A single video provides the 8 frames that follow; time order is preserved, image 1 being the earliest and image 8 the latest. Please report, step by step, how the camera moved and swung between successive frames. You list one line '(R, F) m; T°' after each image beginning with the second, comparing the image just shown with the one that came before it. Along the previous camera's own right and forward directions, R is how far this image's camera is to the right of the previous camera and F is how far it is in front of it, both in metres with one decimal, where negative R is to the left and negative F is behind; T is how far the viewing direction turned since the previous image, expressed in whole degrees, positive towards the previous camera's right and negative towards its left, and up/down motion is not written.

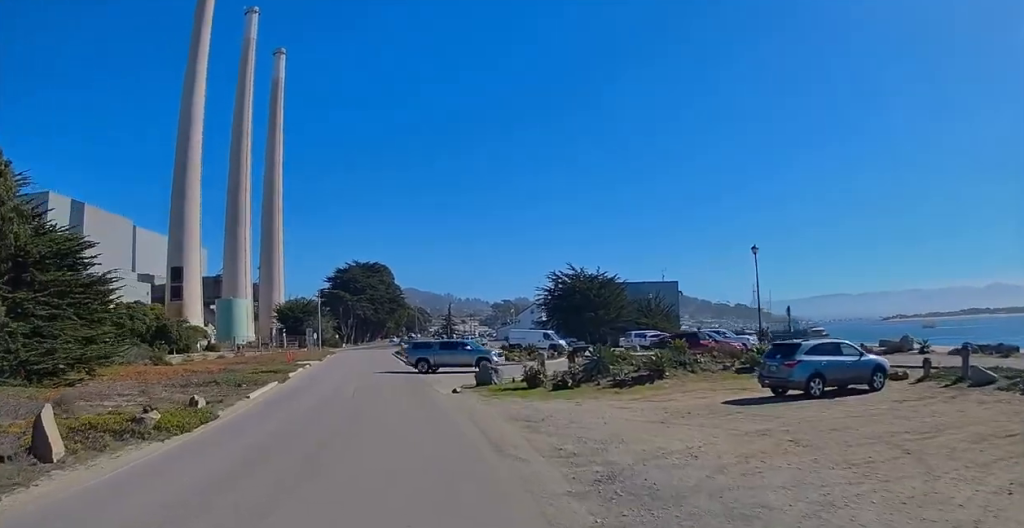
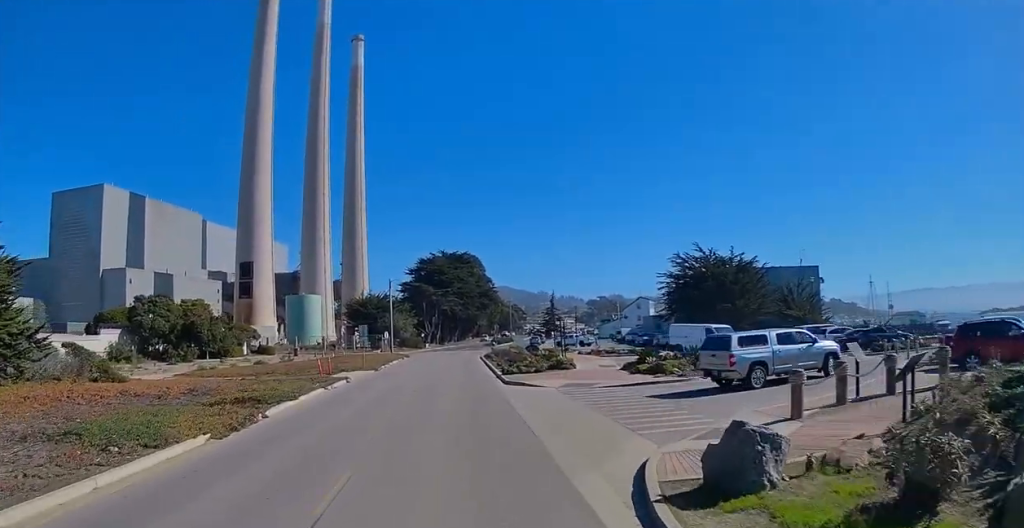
(-1.8, +18.2) m; -7°
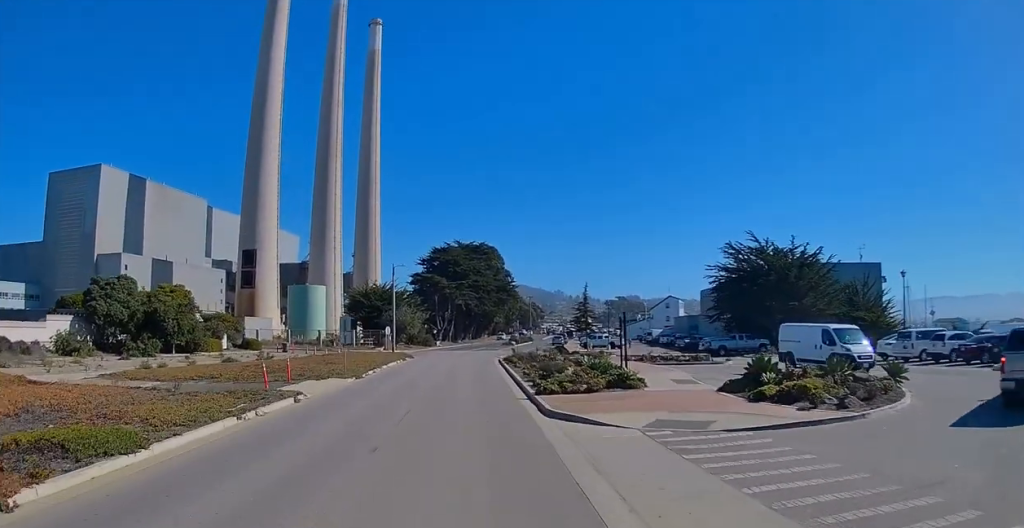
(-0.1, +11.4) m; -2°
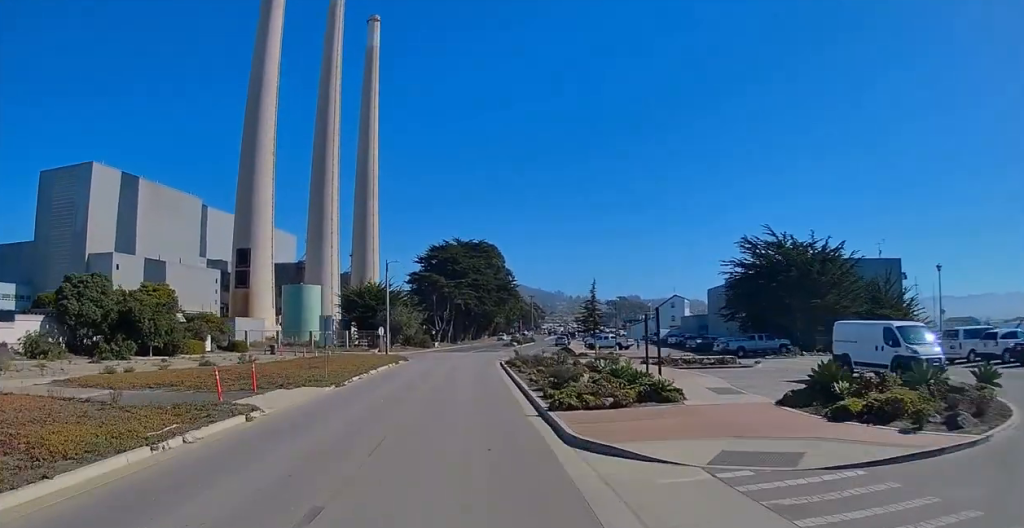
(0.0, +4.4) m; -1°
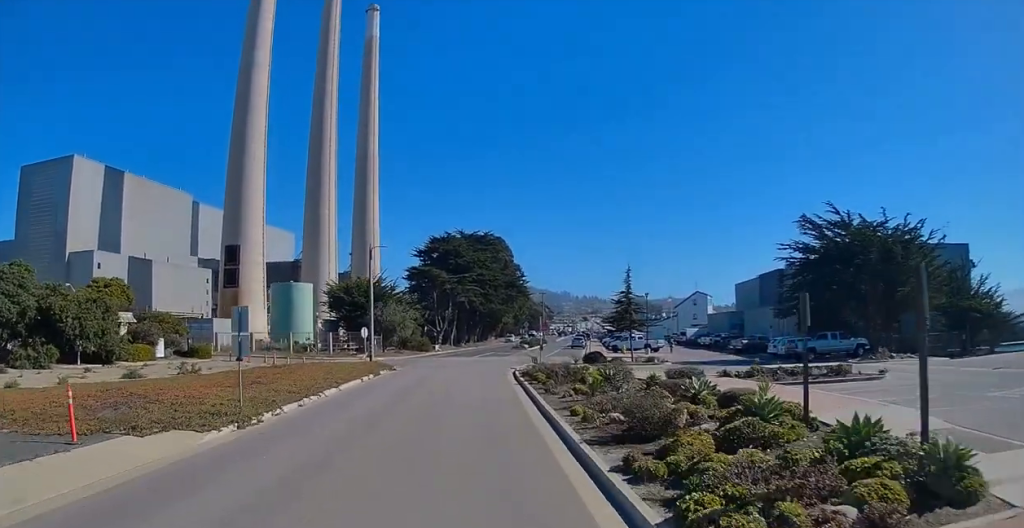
(-0.3, +11.6) m; -1°
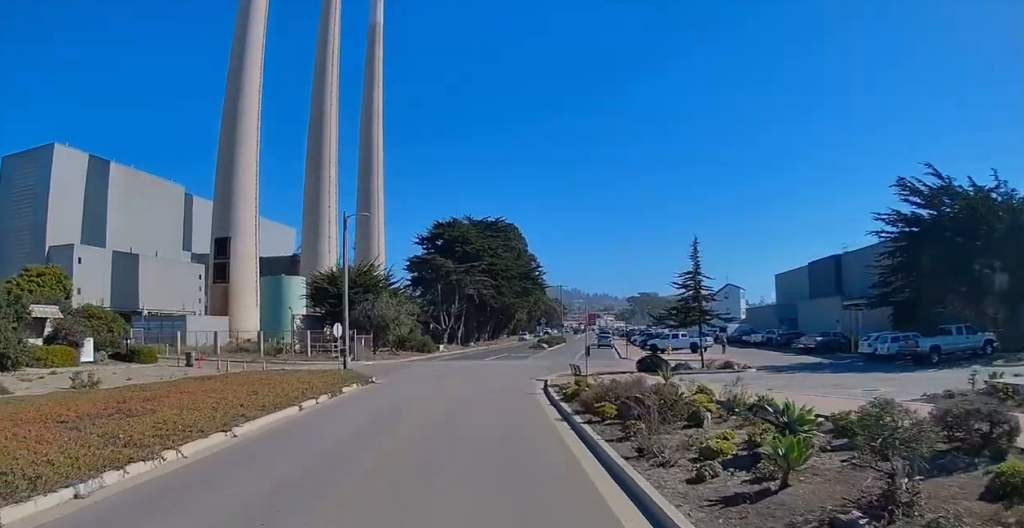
(+0.1, +13.4) m; 0°
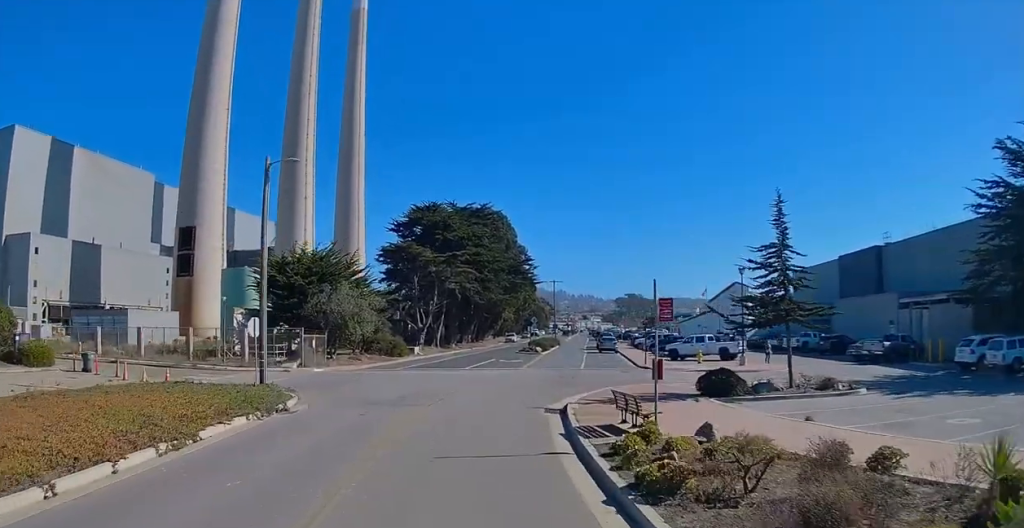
(-0.1, +11.5) m; 0°
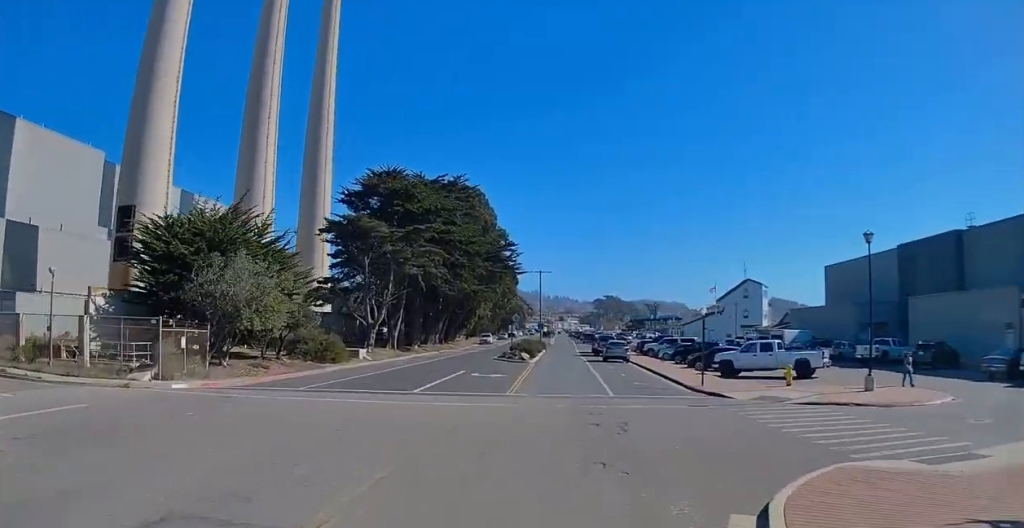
(+0.5, +16.8) m; +3°
